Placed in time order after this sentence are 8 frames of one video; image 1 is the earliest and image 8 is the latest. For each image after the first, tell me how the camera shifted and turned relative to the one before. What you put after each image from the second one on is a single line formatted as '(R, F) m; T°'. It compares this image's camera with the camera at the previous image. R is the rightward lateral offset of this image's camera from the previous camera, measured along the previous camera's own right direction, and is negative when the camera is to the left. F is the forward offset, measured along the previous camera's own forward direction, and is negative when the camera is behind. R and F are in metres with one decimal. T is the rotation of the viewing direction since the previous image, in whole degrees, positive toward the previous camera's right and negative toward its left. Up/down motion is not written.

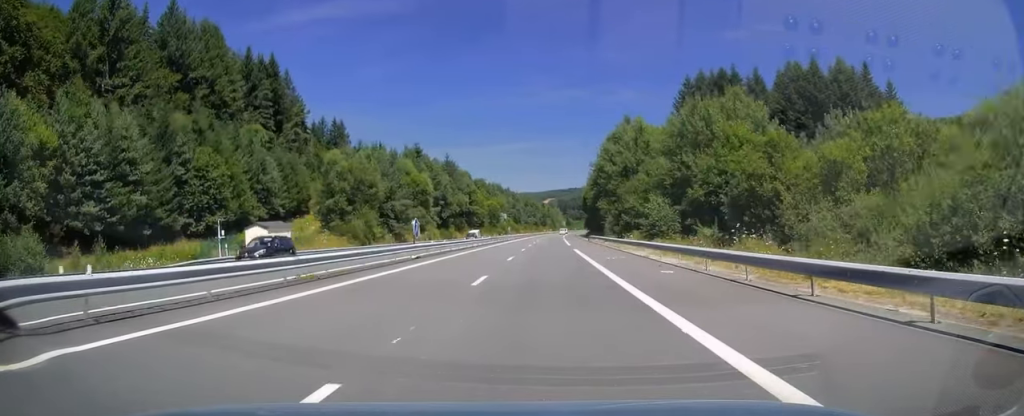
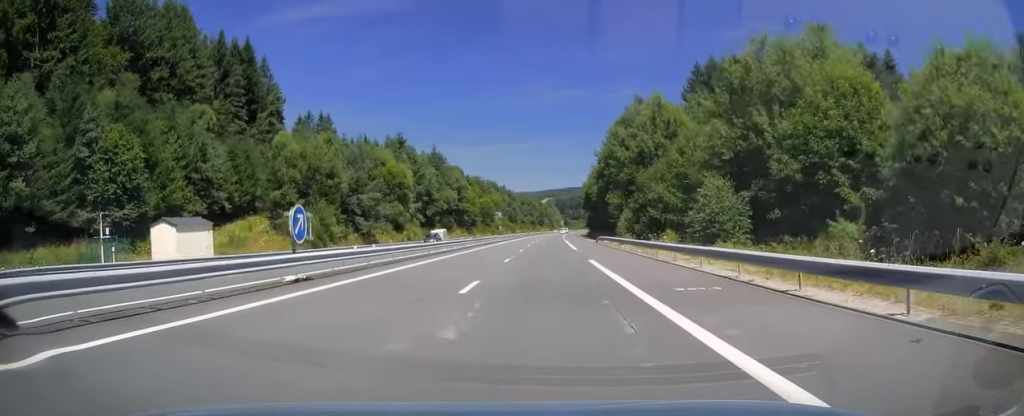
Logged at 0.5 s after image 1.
(-0.1, +15.5) m; 0°
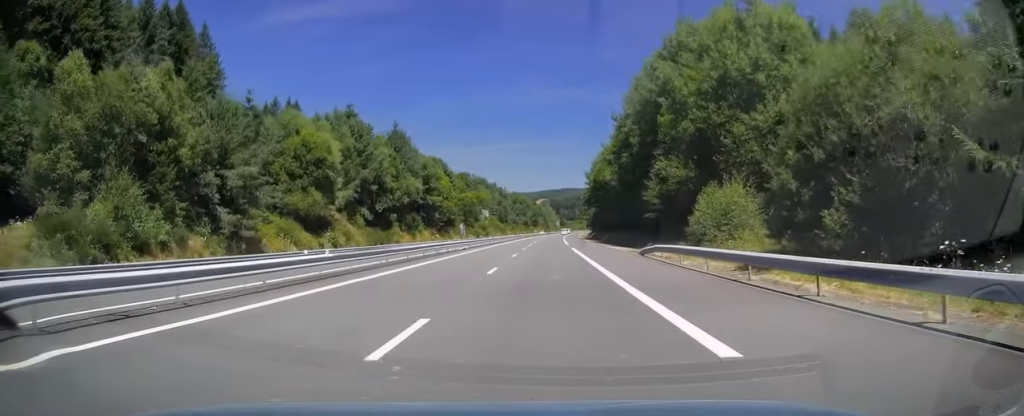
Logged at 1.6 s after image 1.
(+0.1, +33.0) m; +1°
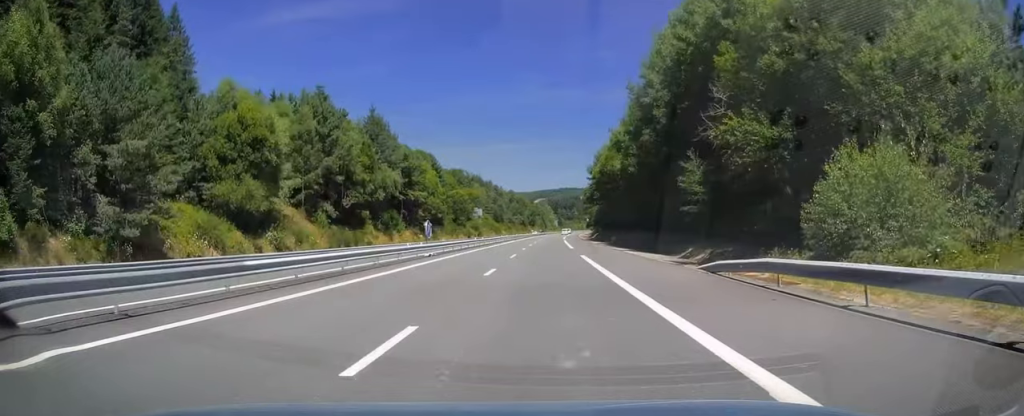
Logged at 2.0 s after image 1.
(0.0, +13.9) m; 0°
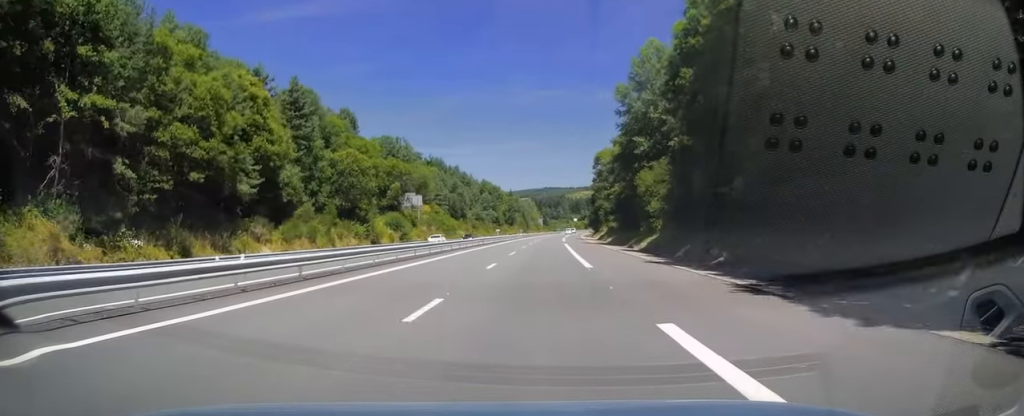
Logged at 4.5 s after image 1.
(+0.9, +75.1) m; +2°
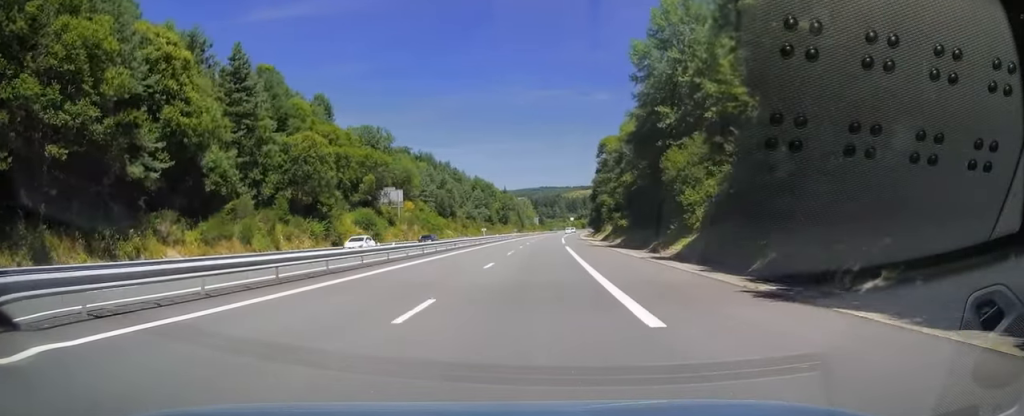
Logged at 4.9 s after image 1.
(+0.1, +13.4) m; 0°
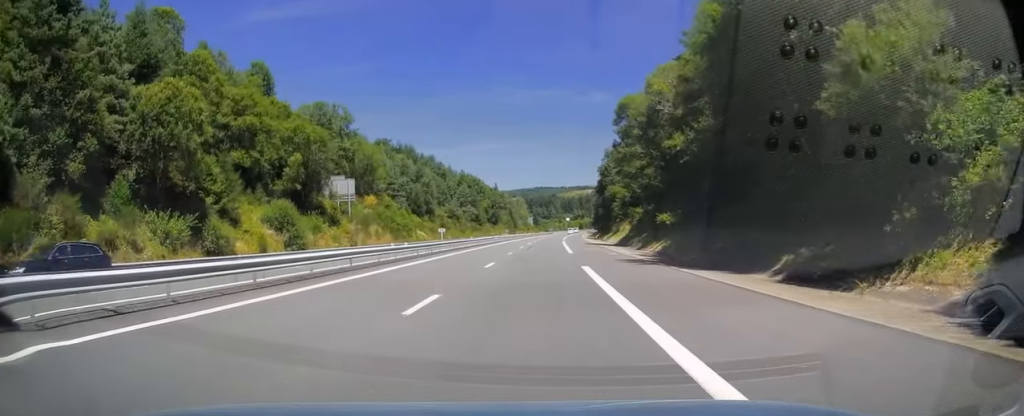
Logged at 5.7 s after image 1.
(+0.1, +25.2) m; 0°
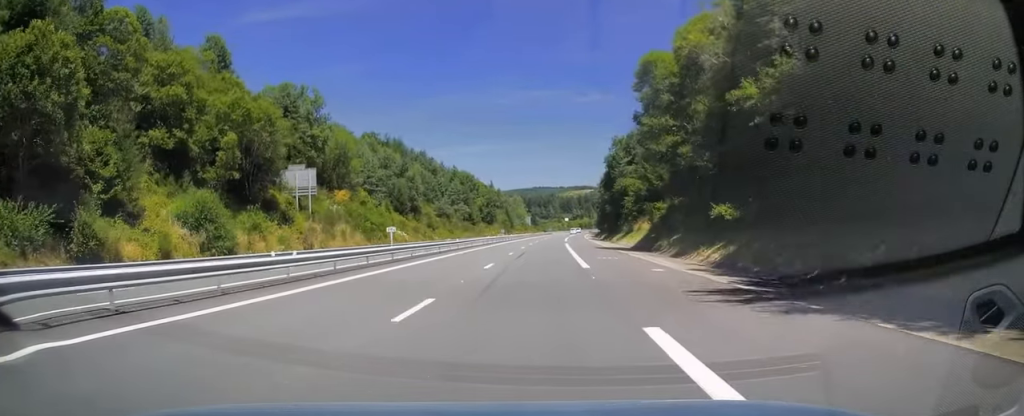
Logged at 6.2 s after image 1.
(0.0, +13.9) m; 0°
